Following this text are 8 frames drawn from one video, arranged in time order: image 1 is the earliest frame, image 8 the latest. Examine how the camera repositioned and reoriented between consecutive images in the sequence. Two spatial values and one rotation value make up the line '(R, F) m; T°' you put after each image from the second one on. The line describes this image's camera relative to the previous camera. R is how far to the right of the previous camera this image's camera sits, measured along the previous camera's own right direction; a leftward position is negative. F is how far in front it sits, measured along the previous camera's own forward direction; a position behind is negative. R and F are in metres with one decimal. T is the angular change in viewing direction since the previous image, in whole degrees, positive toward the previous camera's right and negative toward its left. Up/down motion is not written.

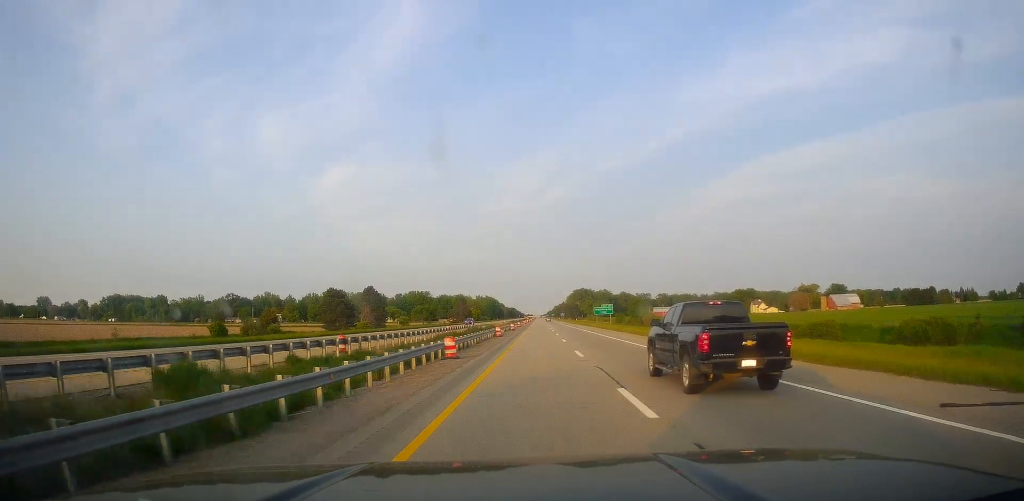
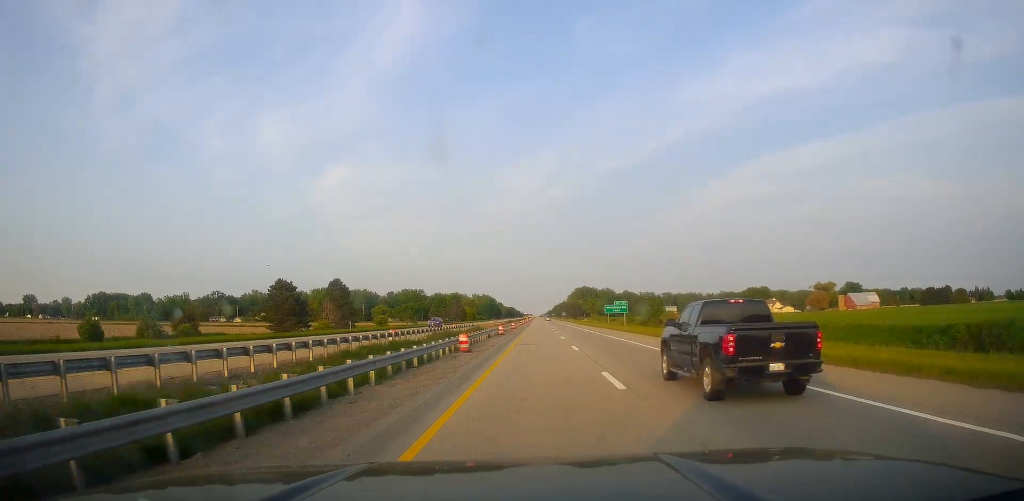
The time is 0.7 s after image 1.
(0.0, +26.4) m; -1°
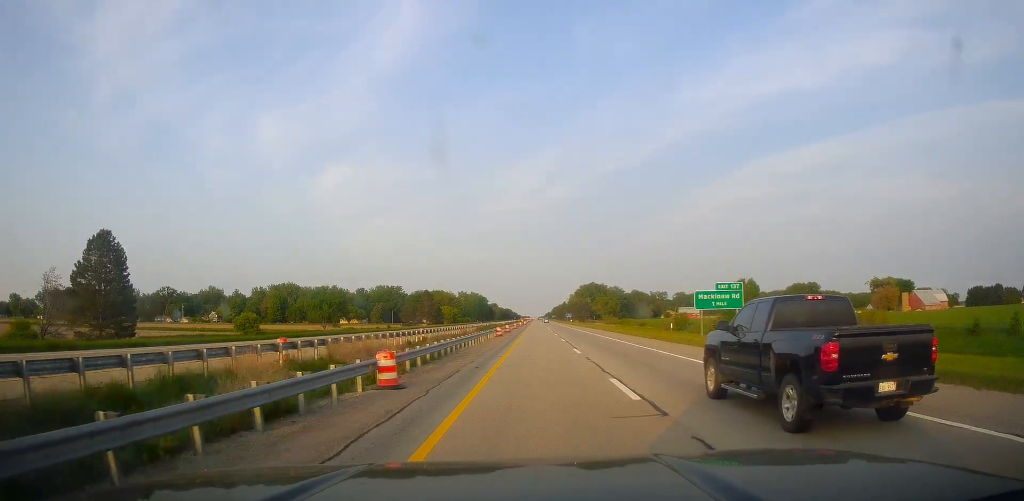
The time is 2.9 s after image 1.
(-1.2, +77.1) m; 0°
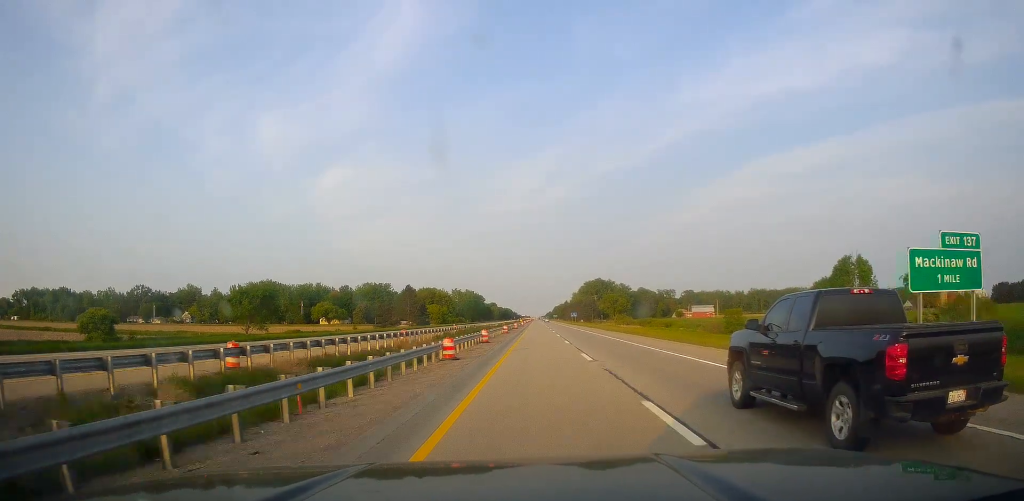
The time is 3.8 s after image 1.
(+0.5, +35.0) m; +1°
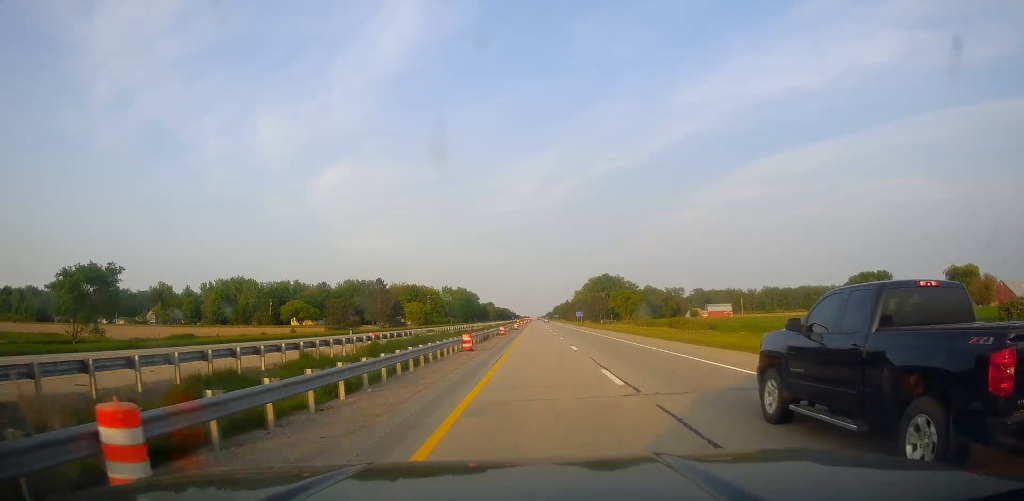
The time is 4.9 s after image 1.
(+0.1, +38.5) m; 0°
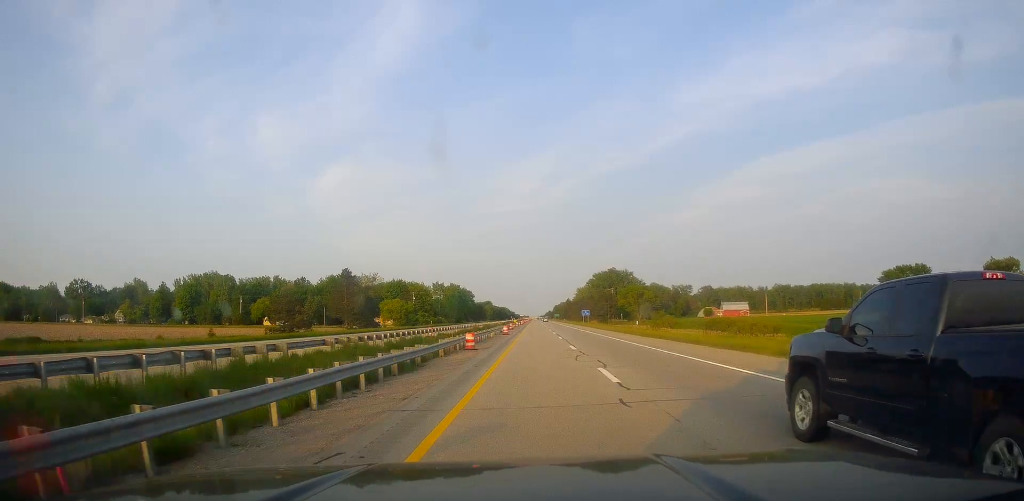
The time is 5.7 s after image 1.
(0.0, +30.2) m; 0°
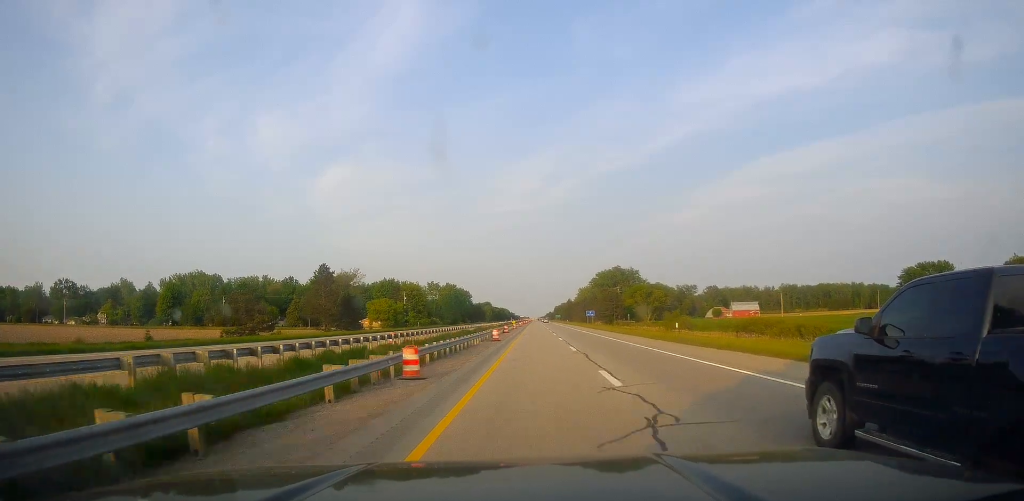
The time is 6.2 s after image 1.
(0.0, +15.7) m; 0°
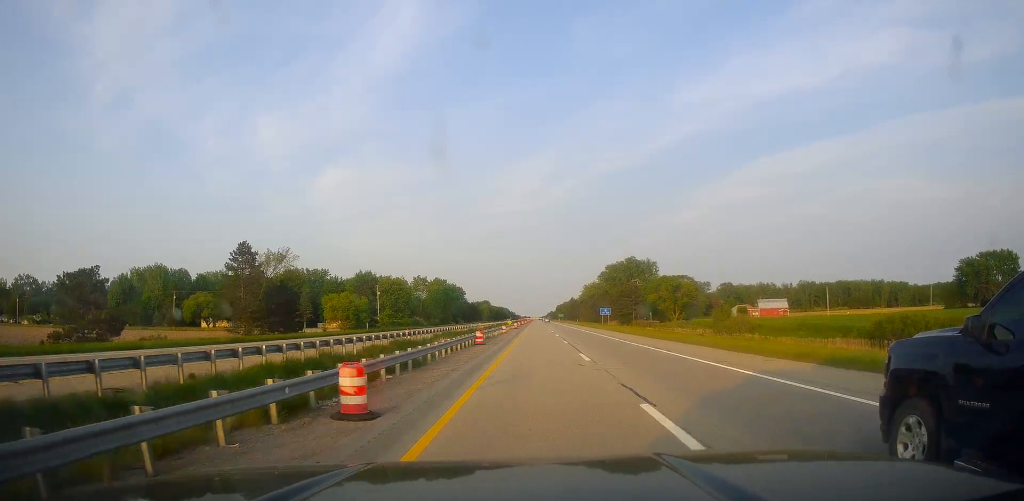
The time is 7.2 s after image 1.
(0.0, +37.4) m; 0°
